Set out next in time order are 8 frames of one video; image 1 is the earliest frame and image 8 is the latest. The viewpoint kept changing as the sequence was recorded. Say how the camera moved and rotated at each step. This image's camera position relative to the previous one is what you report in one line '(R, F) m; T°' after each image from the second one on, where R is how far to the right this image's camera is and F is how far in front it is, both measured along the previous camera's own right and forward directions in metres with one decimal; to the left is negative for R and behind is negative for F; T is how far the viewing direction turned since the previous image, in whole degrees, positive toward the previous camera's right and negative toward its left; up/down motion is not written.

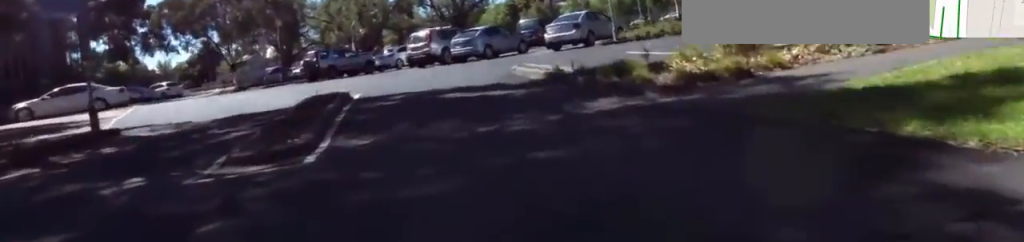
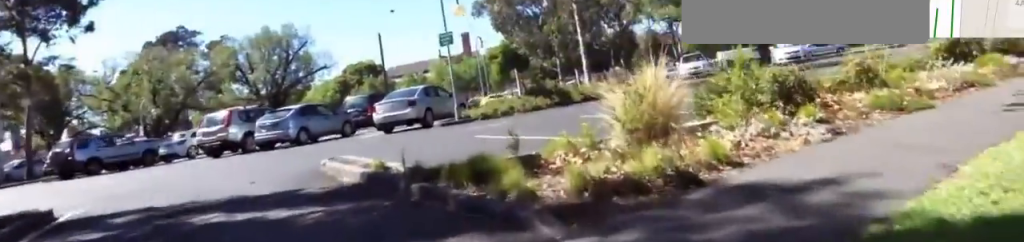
(+1.1, +3.6) m; +30°
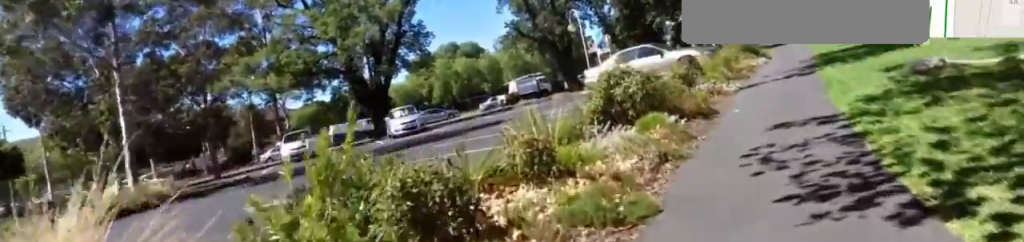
(+1.2, +4.5) m; +49°
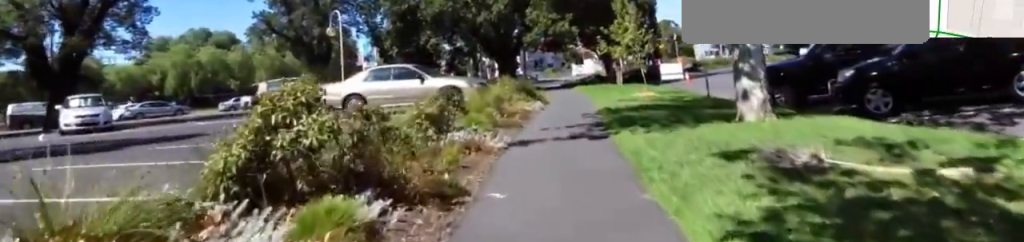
(+1.8, +5.1) m; +12°
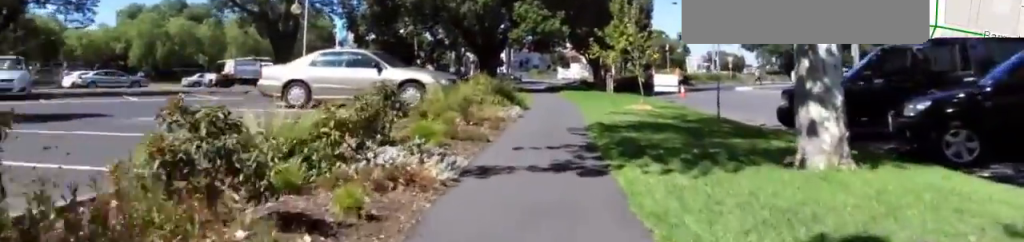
(-0.4, +3.3) m; -5°
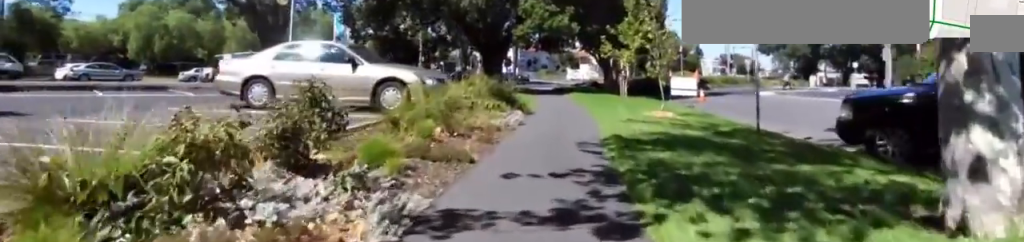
(-0.1, +2.7) m; -1°
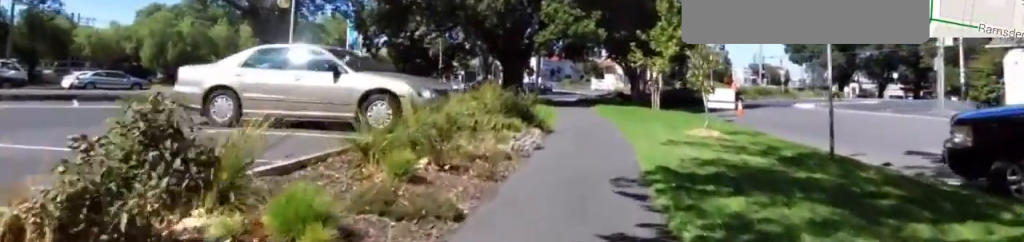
(-0.1, +2.6) m; +3°
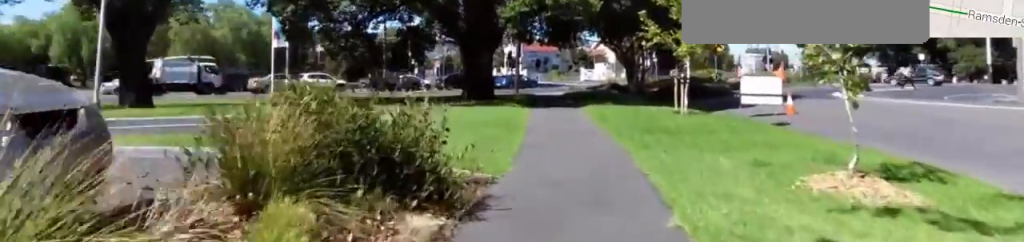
(+0.8, +9.0) m; +4°
